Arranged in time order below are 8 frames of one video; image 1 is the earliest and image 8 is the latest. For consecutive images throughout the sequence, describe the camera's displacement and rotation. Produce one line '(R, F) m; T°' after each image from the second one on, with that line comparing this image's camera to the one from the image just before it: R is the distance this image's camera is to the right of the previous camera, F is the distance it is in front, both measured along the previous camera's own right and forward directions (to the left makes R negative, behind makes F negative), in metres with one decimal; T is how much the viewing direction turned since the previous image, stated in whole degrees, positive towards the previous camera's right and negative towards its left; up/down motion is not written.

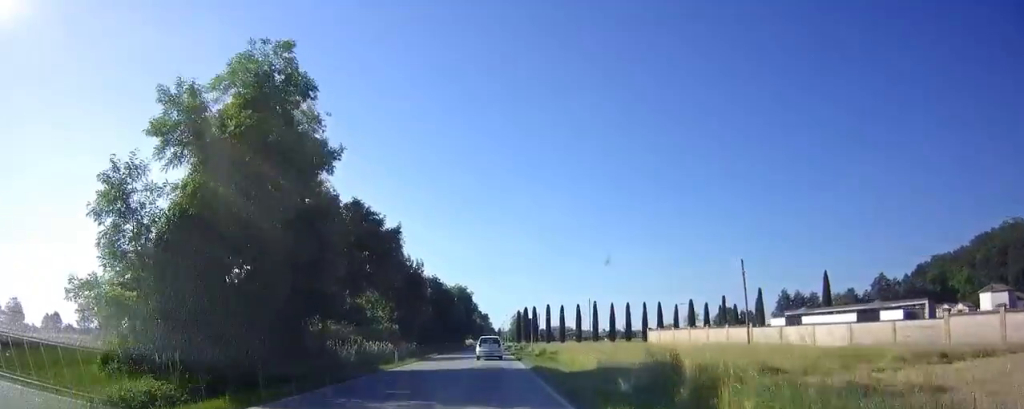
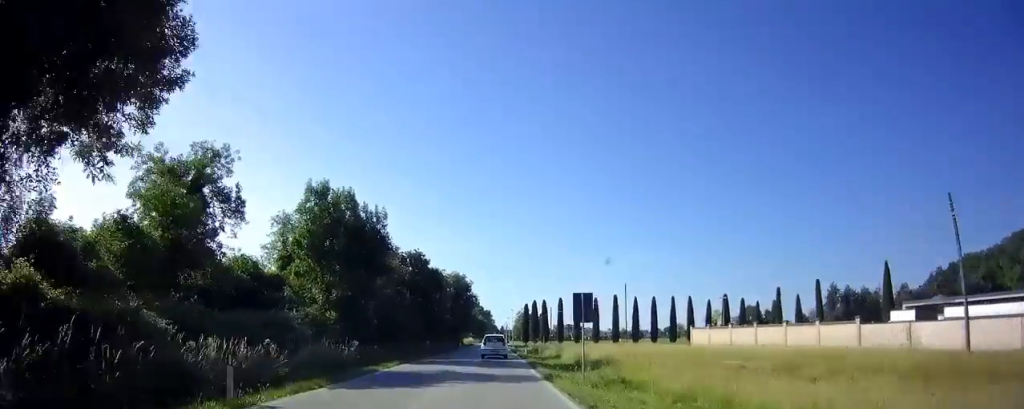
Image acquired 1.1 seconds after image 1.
(+0.1, +18.7) m; 0°
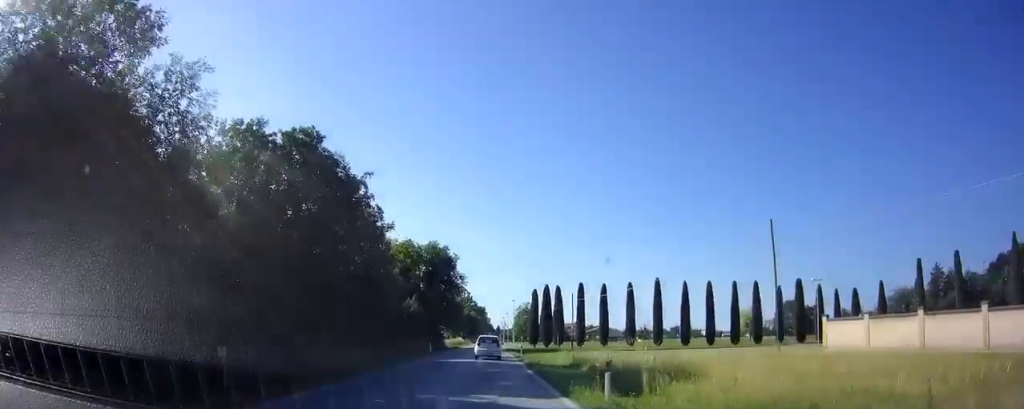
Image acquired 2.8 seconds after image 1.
(-0.1, +31.0) m; 0°
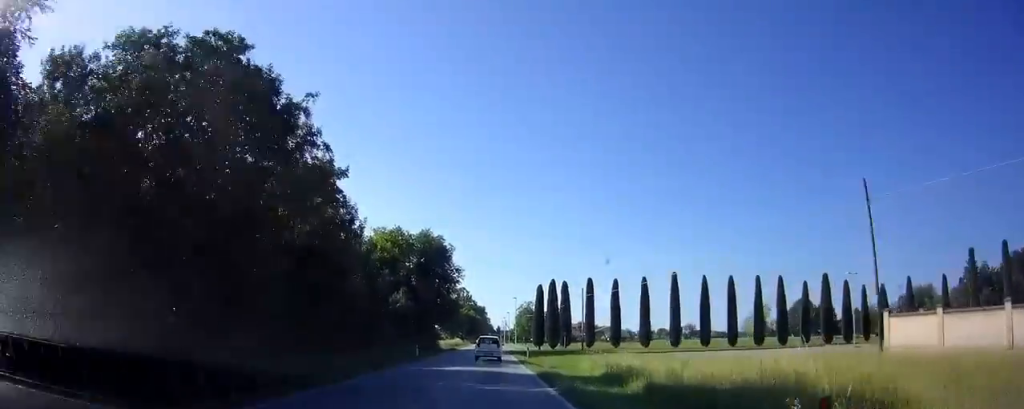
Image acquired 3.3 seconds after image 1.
(0.0, +7.6) m; 0°
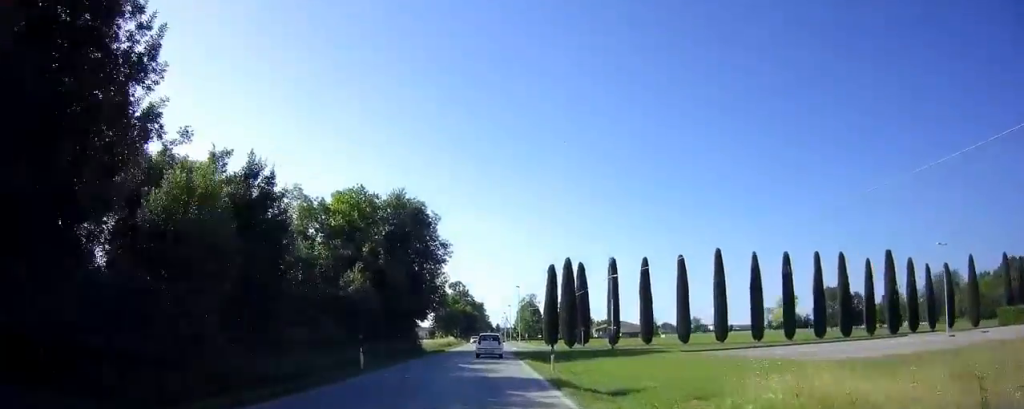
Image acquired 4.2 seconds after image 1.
(0.0, +15.8) m; 0°
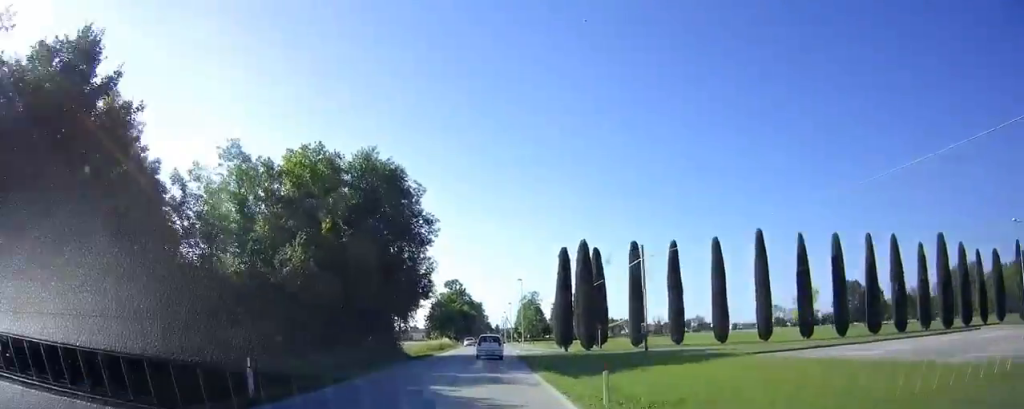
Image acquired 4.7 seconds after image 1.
(0.0, +9.9) m; 0°
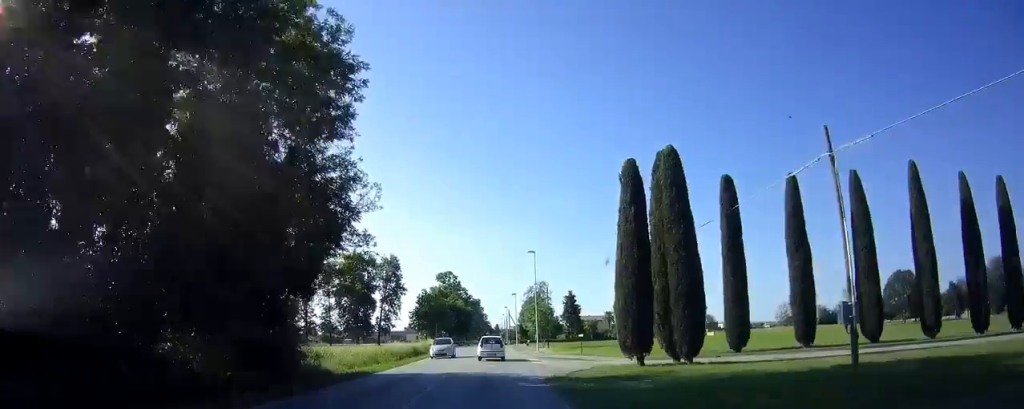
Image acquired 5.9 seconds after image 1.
(0.0, +20.9) m; 0°
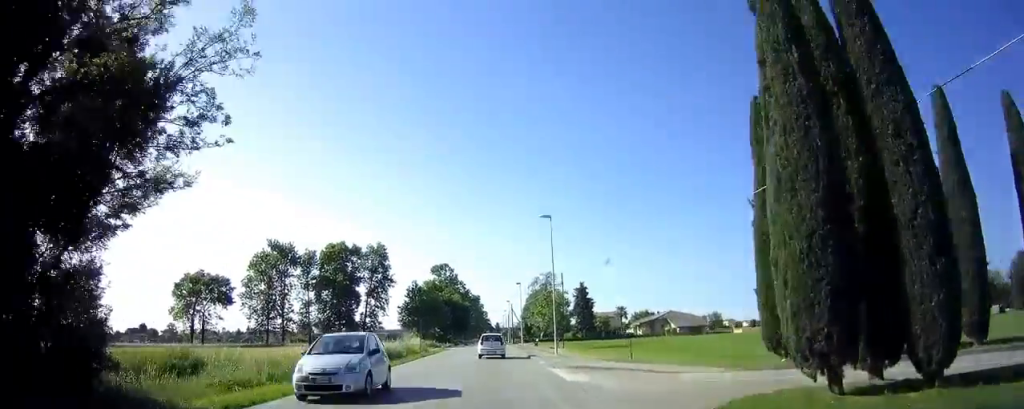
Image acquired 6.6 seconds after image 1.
(0.0, +12.1) m; 0°
